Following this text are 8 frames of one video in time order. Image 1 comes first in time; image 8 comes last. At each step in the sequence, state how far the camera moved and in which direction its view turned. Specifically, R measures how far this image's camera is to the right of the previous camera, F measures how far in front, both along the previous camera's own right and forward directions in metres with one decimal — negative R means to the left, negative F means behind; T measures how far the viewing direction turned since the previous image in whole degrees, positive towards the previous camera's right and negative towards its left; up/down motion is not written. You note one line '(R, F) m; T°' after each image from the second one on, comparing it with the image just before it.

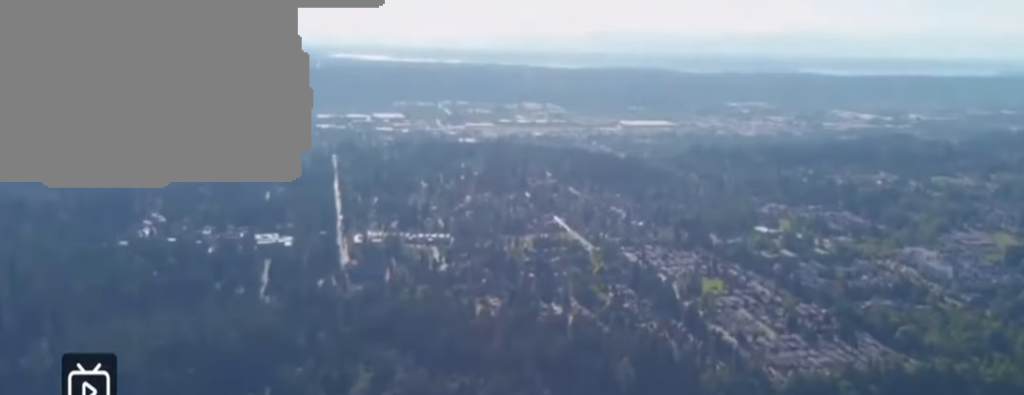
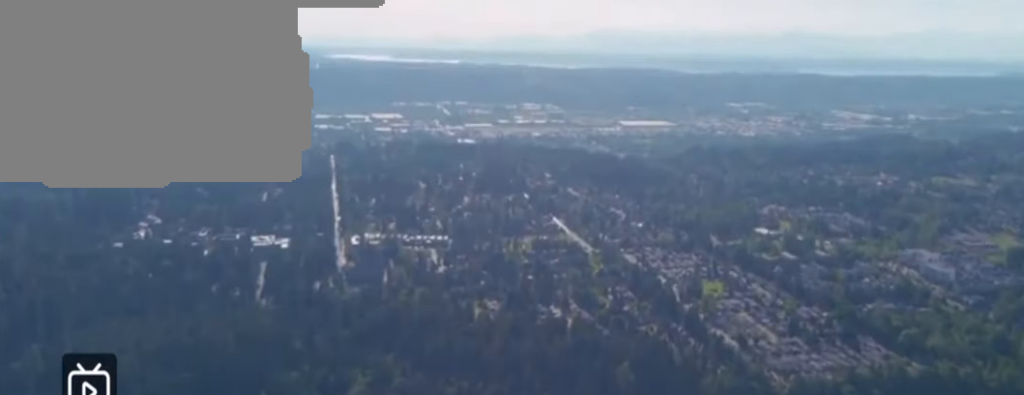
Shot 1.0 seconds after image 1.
(0.0, +12.2) m; 0°
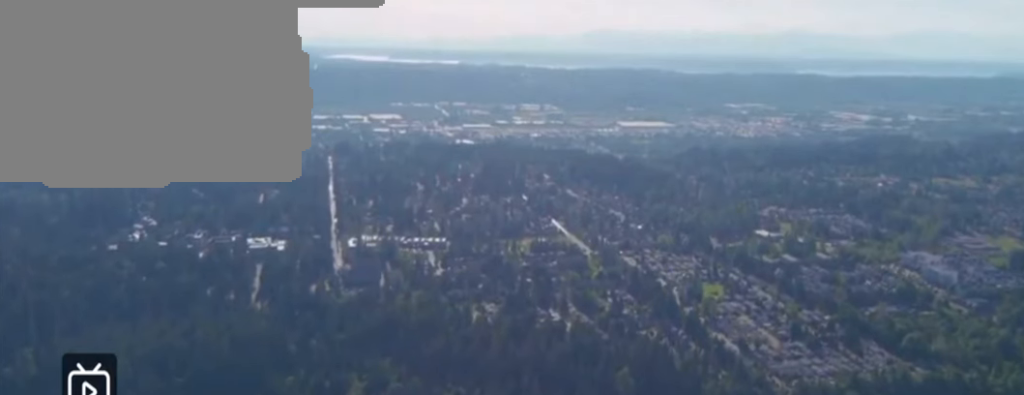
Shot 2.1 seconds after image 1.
(0.0, +13.9) m; 0°
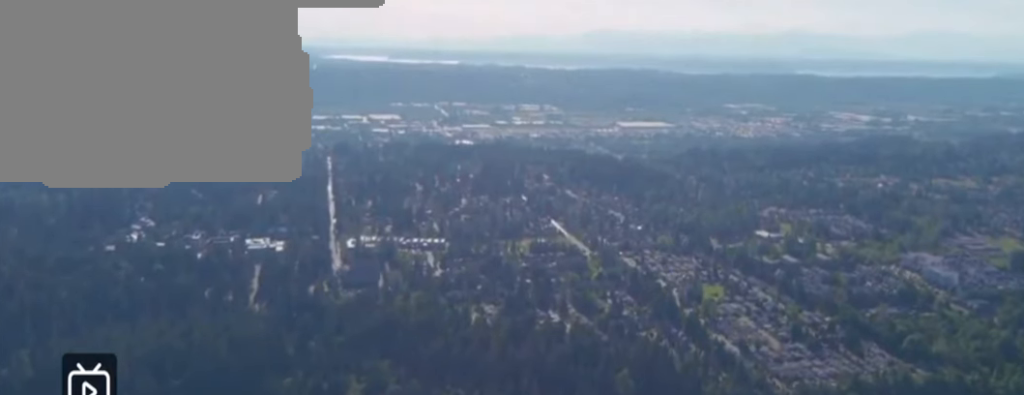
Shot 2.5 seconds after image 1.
(0.0, +5.2) m; 0°
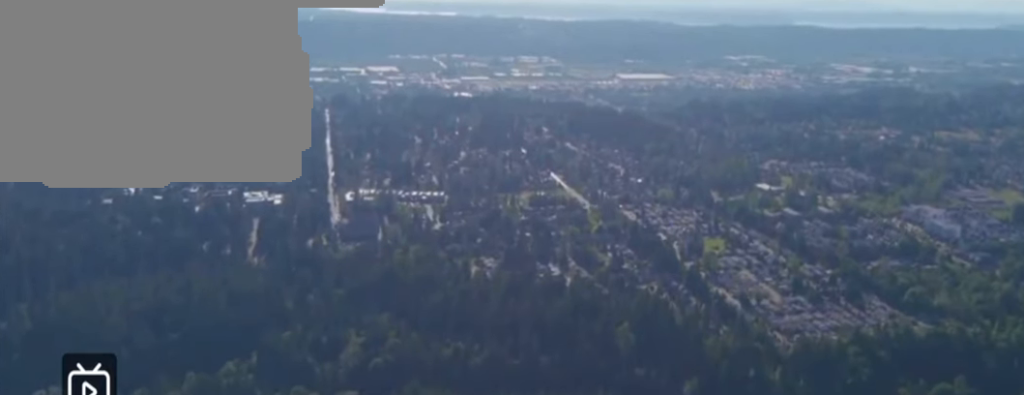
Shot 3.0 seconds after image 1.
(0.0, +6.3) m; 0°
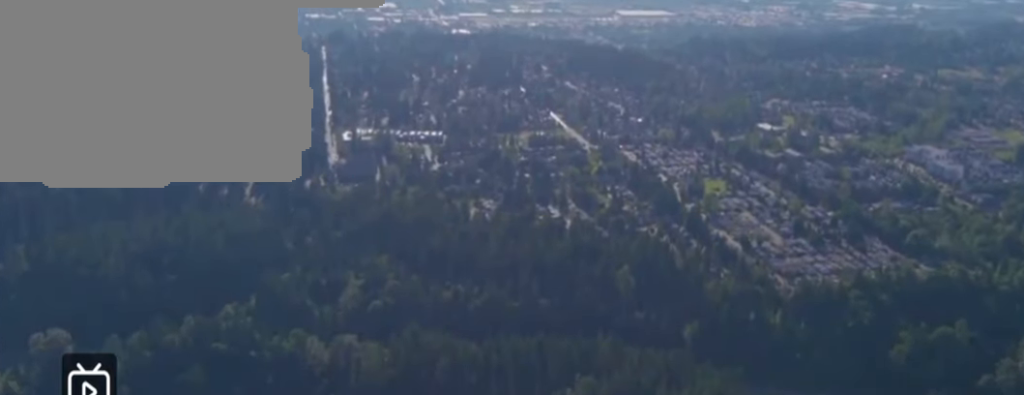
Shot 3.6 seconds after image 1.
(0.0, +6.8) m; 0°
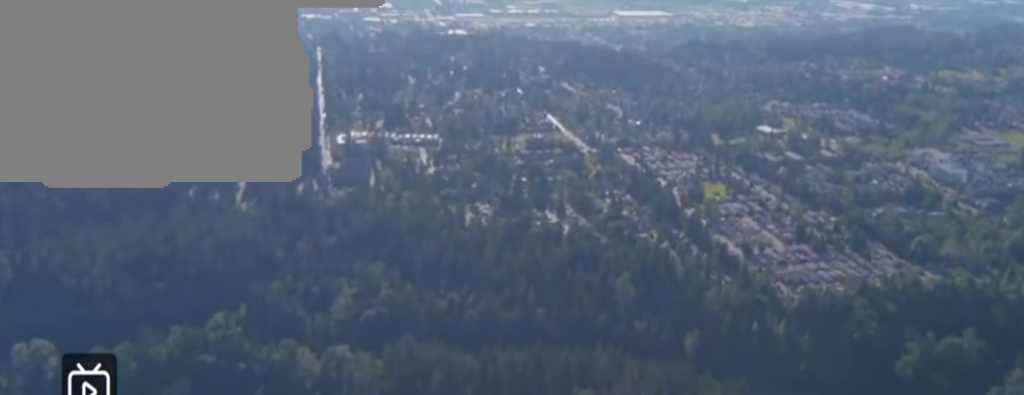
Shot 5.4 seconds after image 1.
(0.0, +22.7) m; 0°
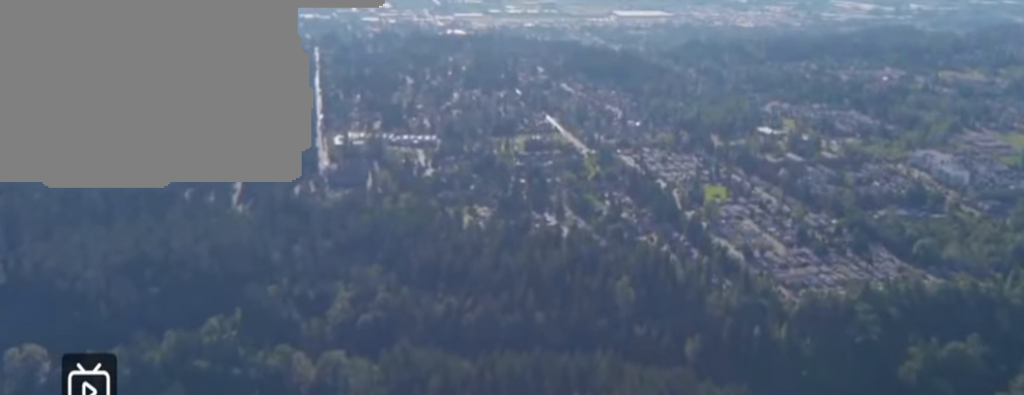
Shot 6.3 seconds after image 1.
(0.0, +11.7) m; 0°
